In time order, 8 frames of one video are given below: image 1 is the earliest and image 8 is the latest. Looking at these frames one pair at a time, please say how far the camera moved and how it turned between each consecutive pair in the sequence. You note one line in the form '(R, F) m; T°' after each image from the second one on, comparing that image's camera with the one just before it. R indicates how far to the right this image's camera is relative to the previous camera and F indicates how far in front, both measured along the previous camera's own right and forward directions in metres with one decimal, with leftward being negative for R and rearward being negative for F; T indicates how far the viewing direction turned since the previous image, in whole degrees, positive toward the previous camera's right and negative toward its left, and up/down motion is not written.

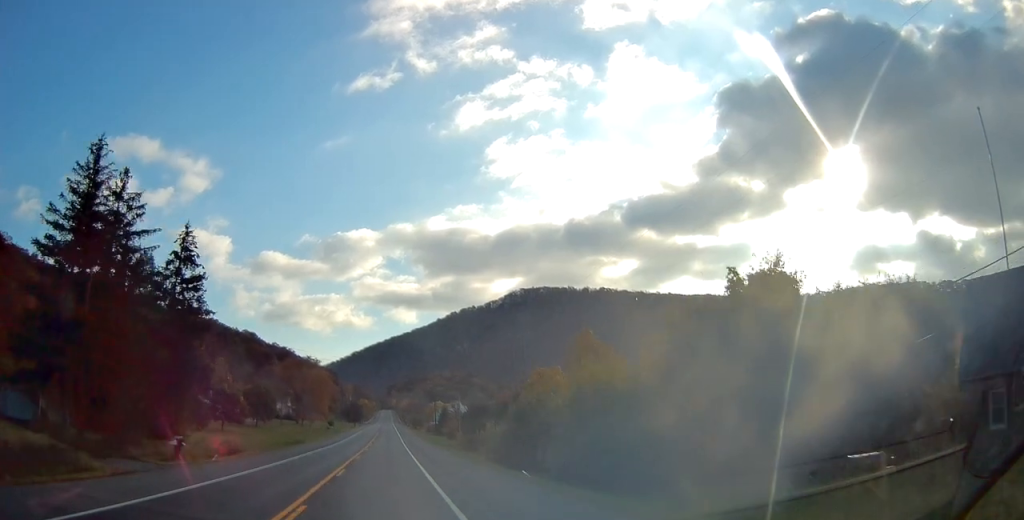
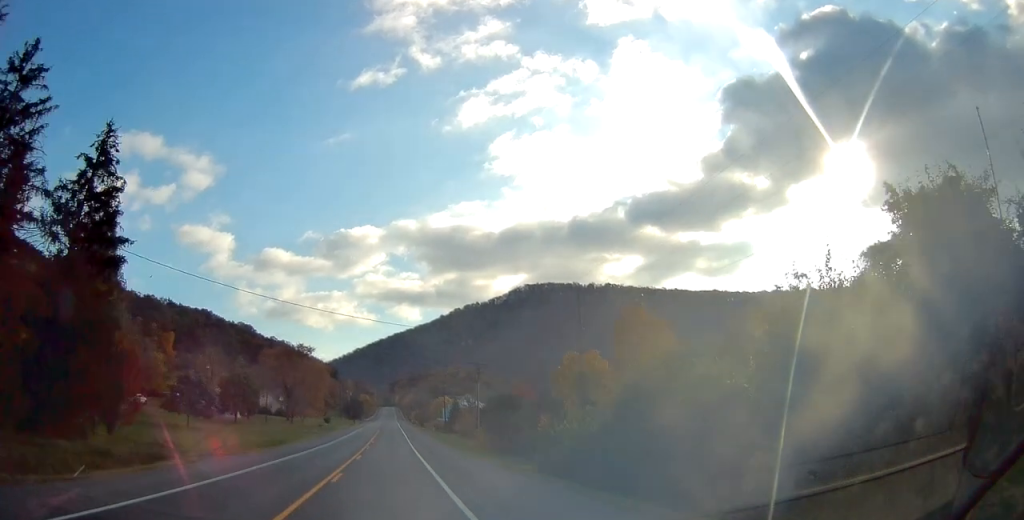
(0.0, +15.7) m; 0°
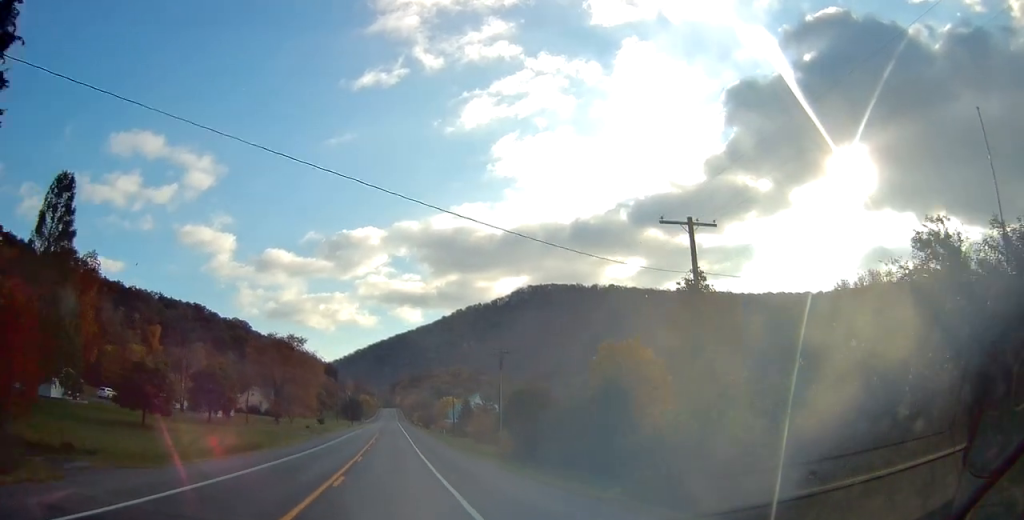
(-0.2, +13.0) m; 0°
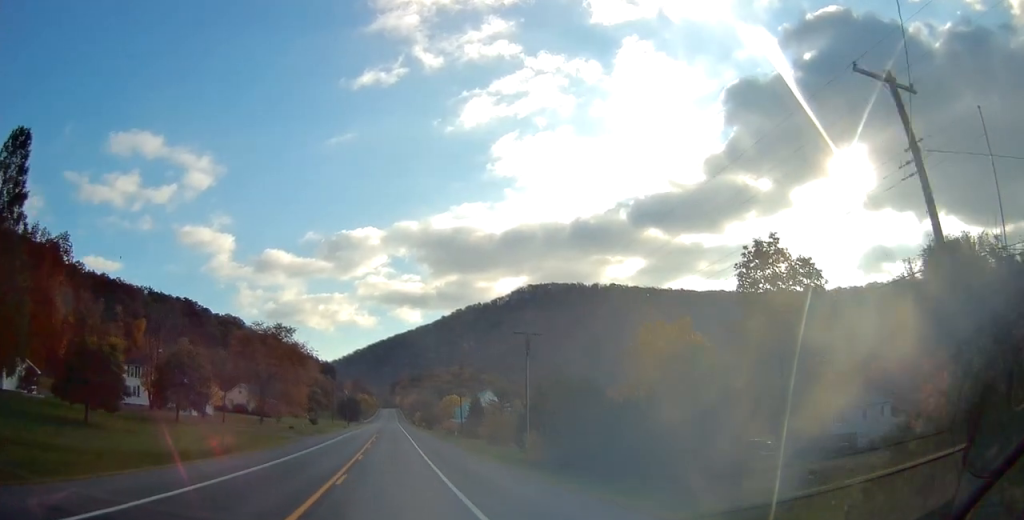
(0.0, +11.3) m; 0°
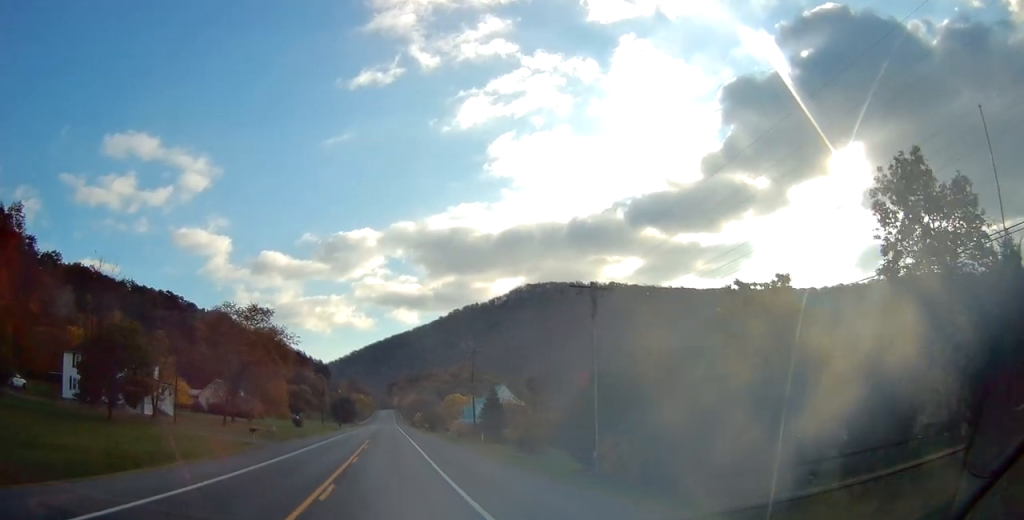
(+0.2, +15.7) m; 0°
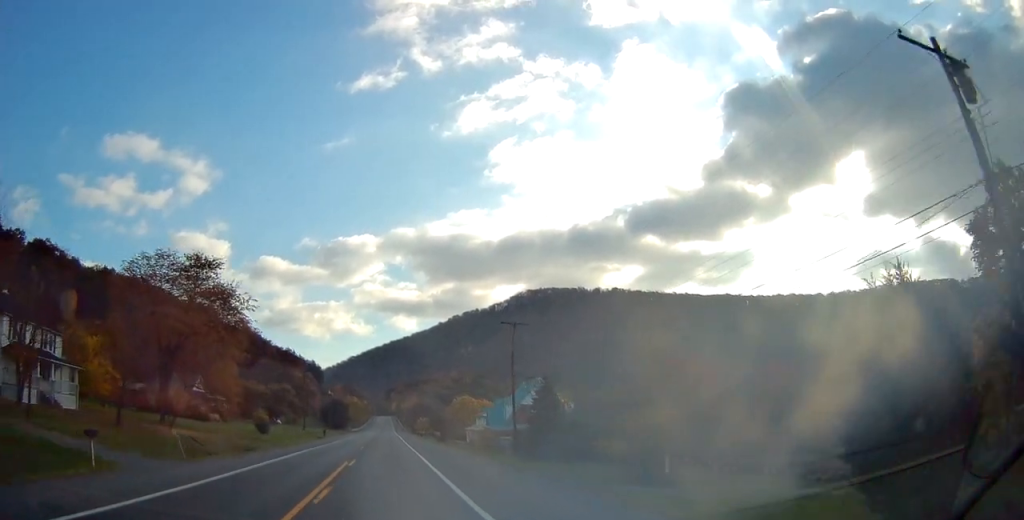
(-0.2, +24.3) m; 0°
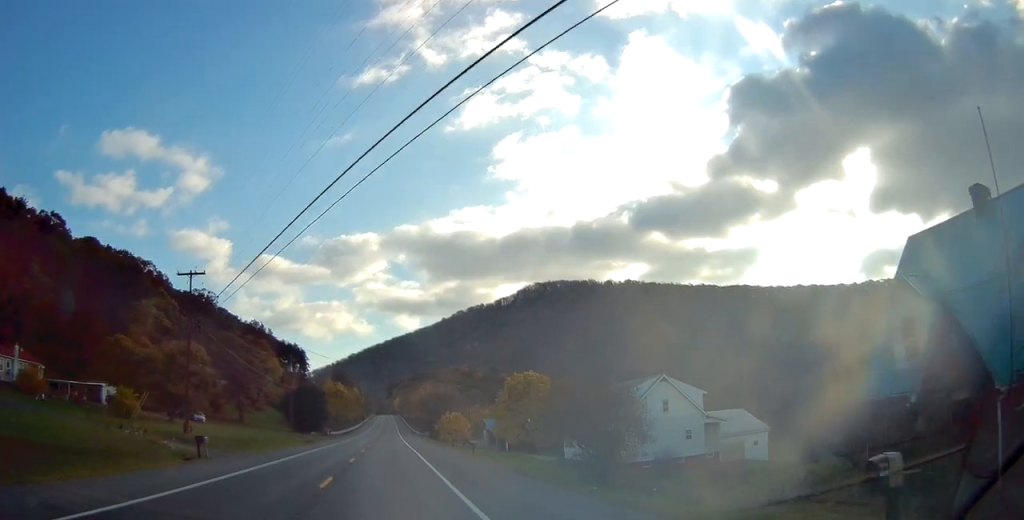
(+0.4, +61.9) m; 0°
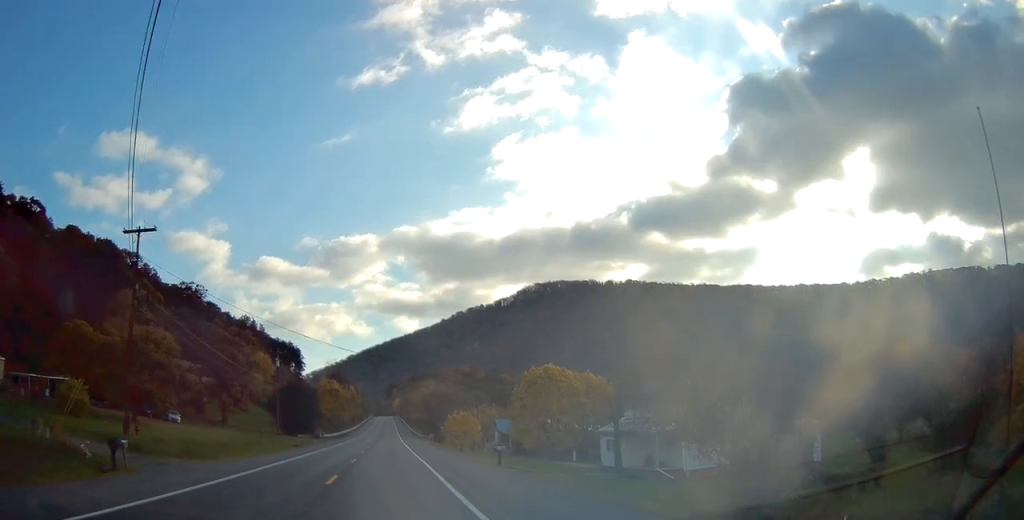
(0.0, +10.2) m; 0°
